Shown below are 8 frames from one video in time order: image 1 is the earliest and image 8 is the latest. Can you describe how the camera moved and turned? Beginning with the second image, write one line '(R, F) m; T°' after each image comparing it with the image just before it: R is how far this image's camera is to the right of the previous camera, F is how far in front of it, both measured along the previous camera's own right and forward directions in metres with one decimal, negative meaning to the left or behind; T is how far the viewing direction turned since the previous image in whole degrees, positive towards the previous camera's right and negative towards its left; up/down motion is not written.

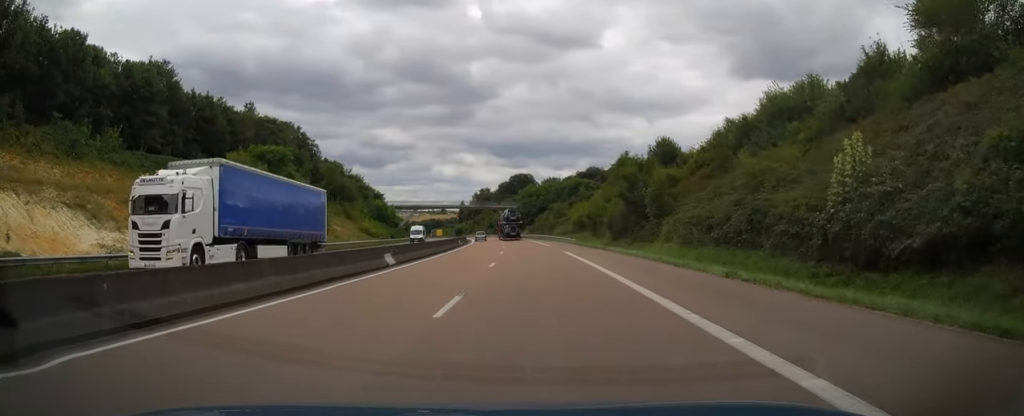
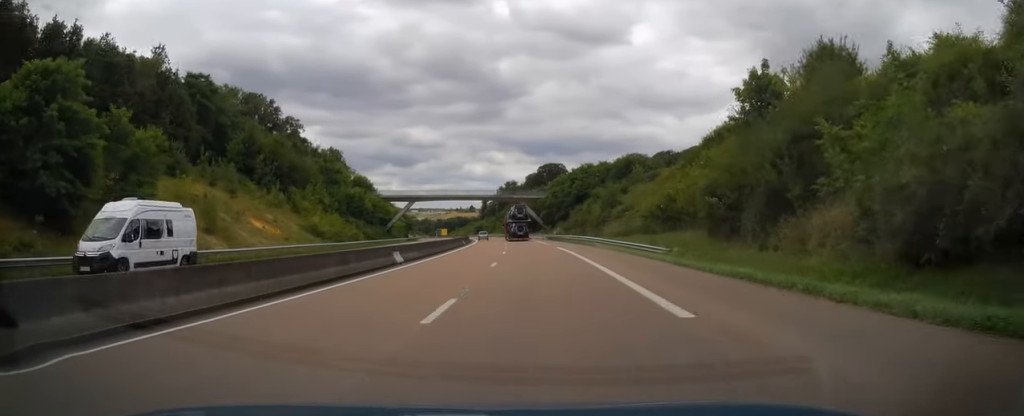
(-1.0, +39.4) m; -3°
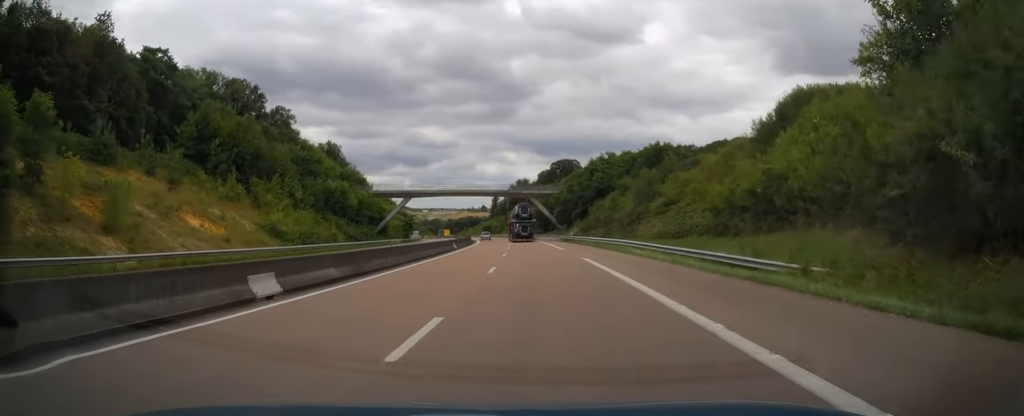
(-0.1, +15.3) m; -1°
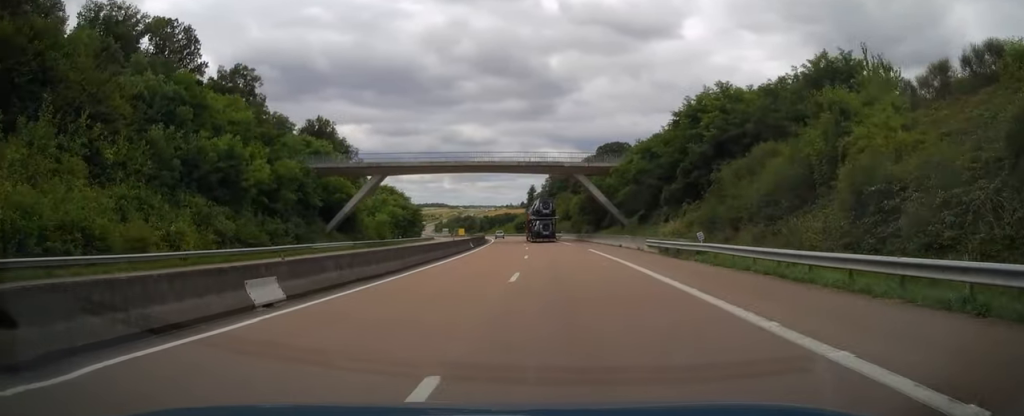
(-1.1, +42.3) m; -3°
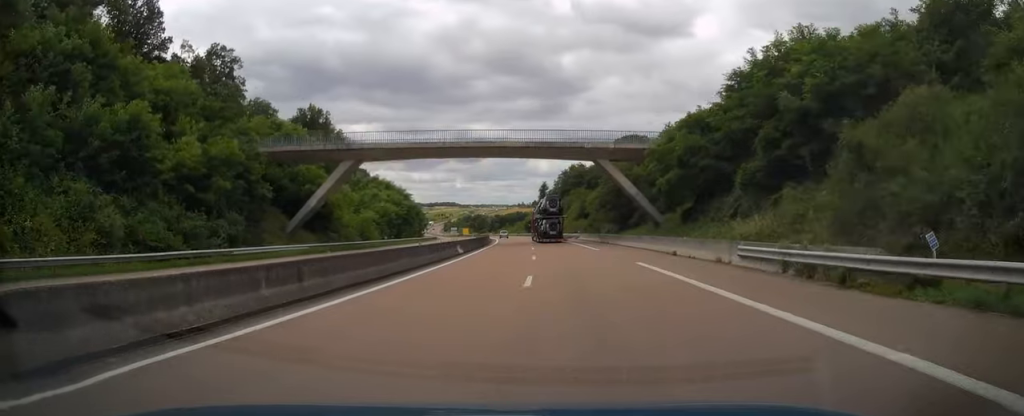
(-0.1, +14.3) m; -1°
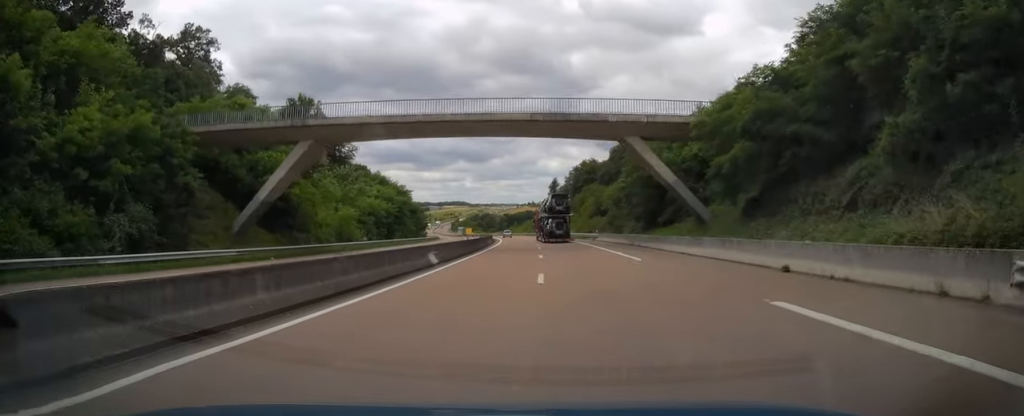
(0.0, +12.3) m; -1°
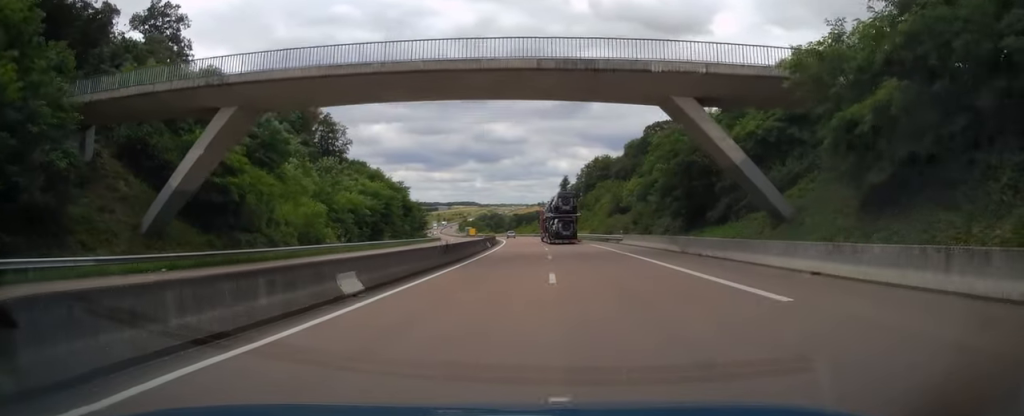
(-0.3, +12.8) m; -1°
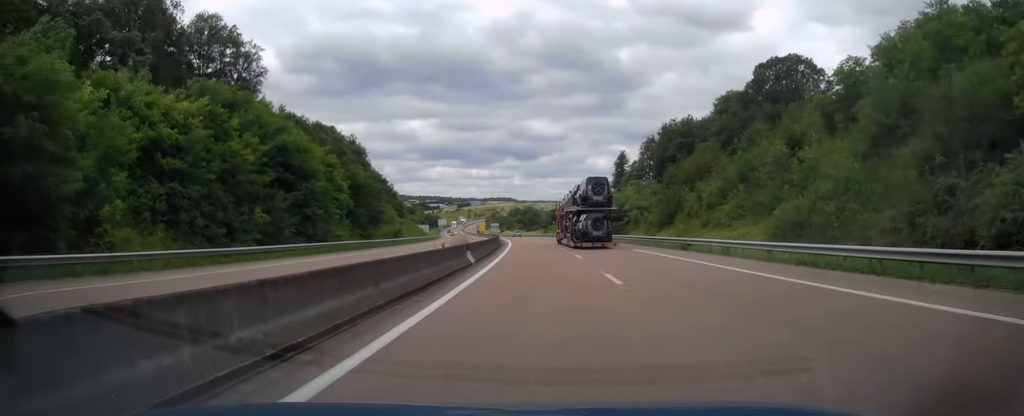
(-3.0, +65.0) m; -5°
